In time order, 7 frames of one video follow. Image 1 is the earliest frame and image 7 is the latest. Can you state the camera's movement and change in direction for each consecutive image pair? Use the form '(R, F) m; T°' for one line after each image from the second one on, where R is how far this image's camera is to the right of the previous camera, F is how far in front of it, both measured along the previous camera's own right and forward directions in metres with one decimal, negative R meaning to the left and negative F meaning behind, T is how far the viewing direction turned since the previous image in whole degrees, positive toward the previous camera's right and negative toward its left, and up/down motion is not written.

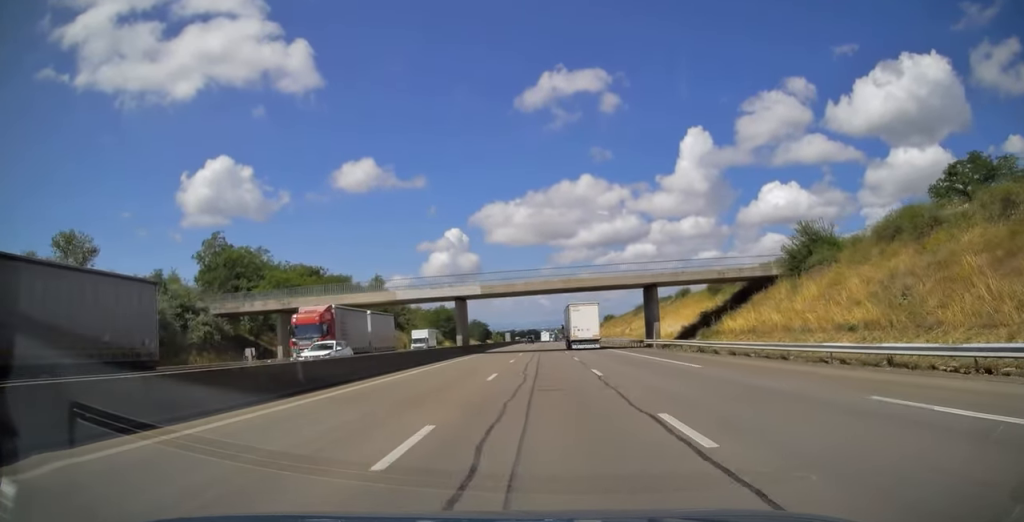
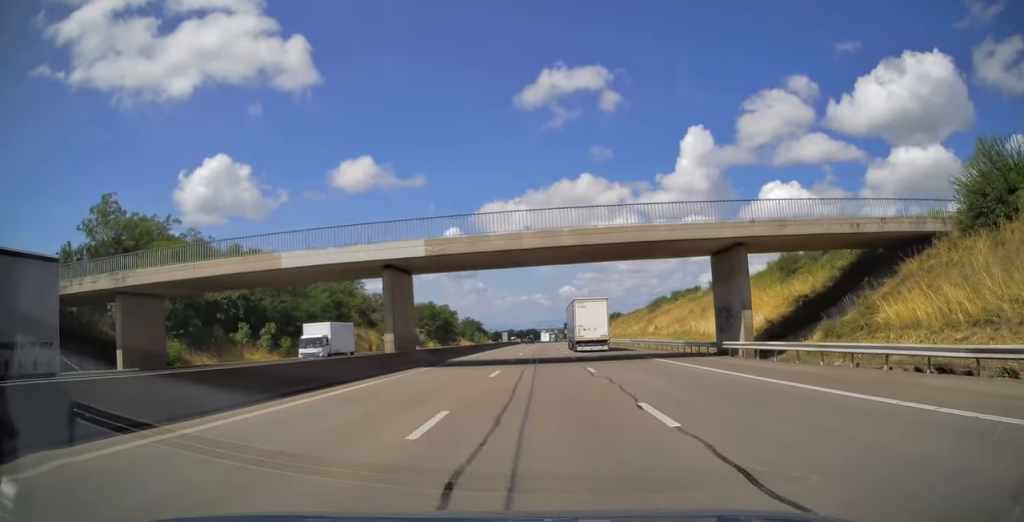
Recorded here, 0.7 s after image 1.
(-0.1, +24.3) m; 0°
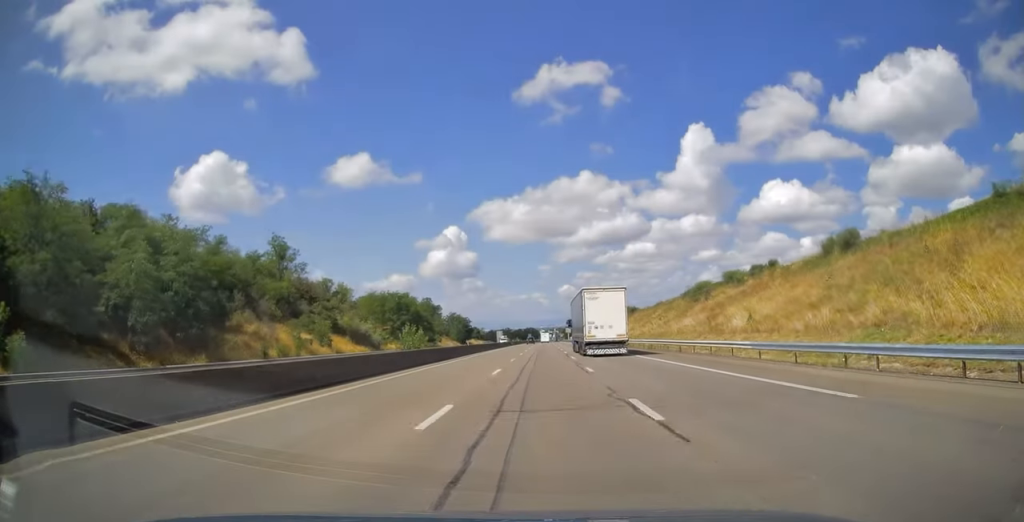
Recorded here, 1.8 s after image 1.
(+0.1, +38.3) m; 0°
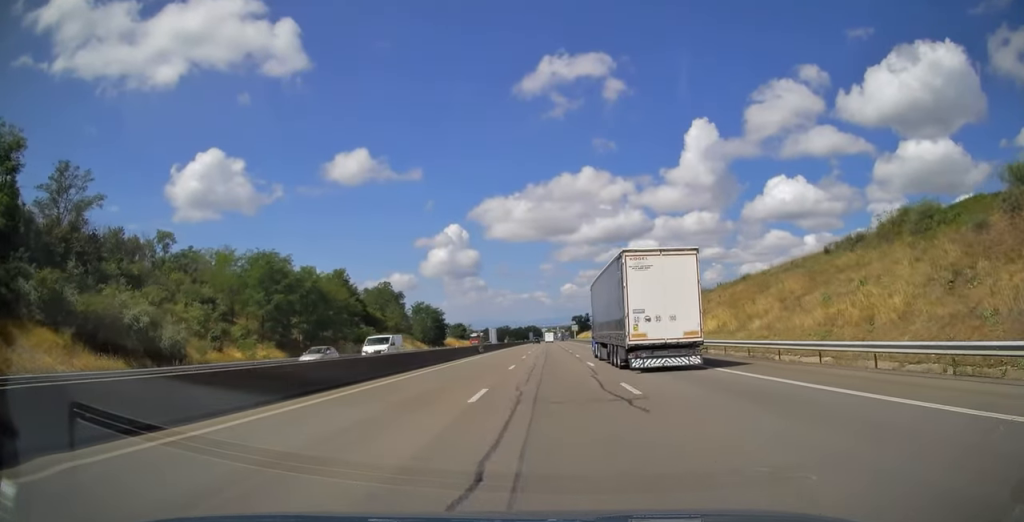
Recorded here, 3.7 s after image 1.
(-0.2, +60.9) m; 0°
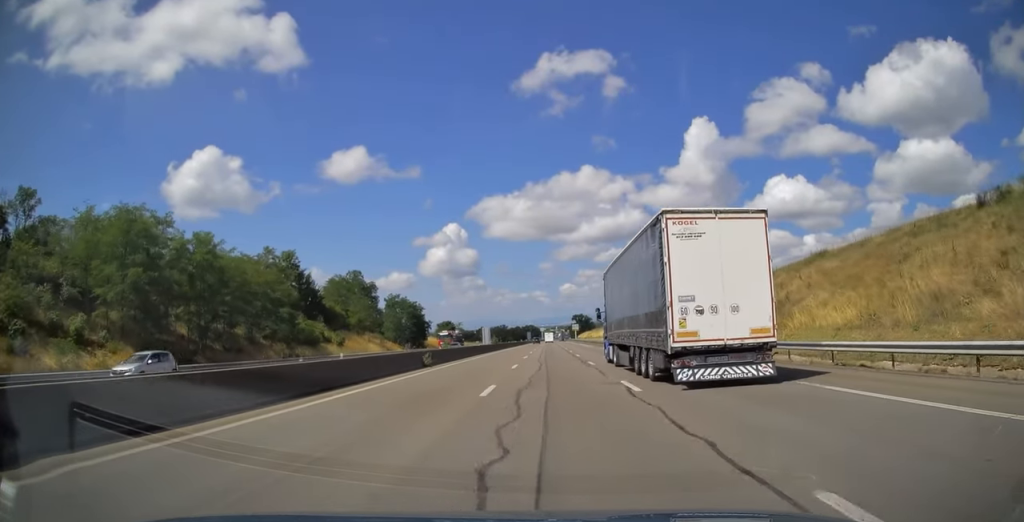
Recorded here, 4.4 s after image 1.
(0.0, +24.8) m; 0°
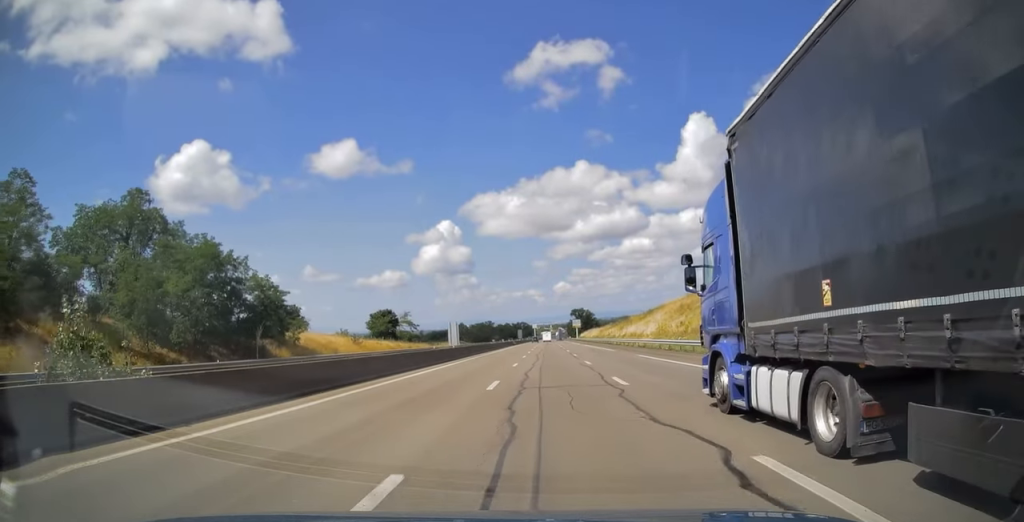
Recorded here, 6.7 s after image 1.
(+0.1, +76.0) m; 0°
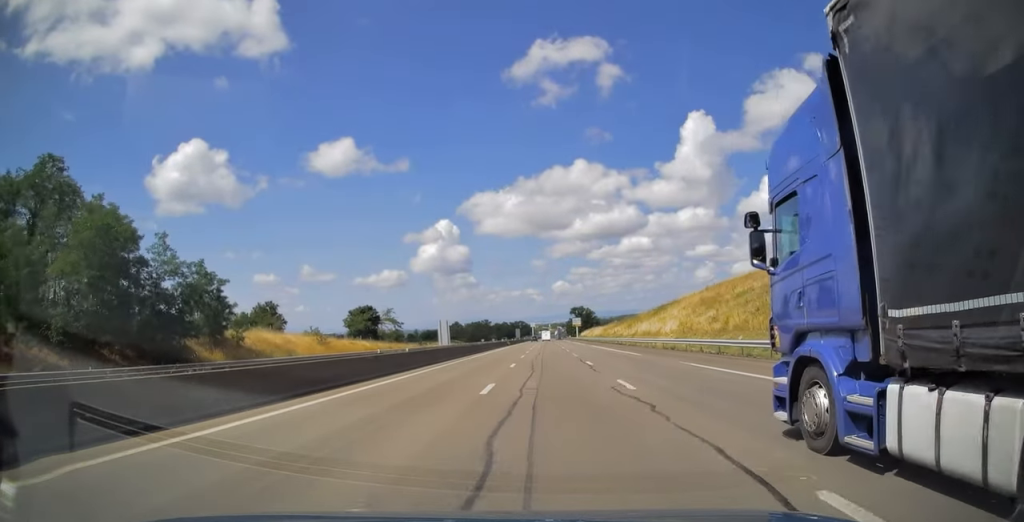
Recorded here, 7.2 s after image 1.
(+0.2, +14.3) m; 0°
